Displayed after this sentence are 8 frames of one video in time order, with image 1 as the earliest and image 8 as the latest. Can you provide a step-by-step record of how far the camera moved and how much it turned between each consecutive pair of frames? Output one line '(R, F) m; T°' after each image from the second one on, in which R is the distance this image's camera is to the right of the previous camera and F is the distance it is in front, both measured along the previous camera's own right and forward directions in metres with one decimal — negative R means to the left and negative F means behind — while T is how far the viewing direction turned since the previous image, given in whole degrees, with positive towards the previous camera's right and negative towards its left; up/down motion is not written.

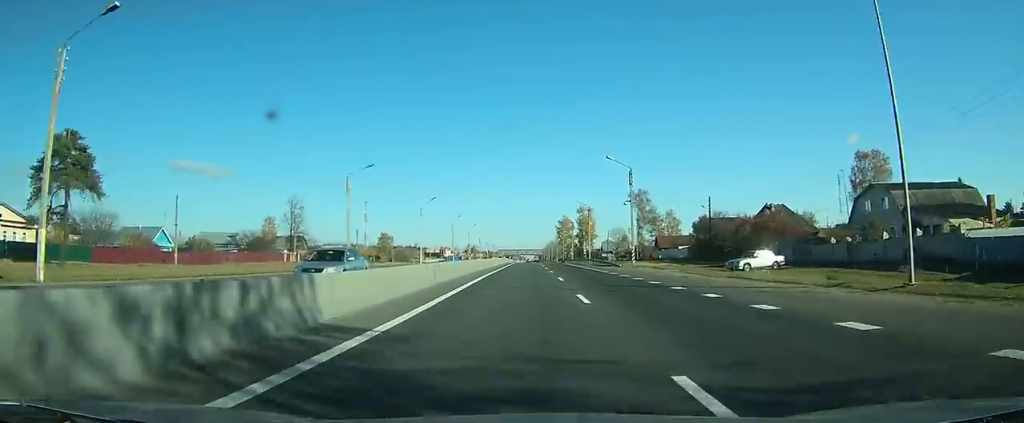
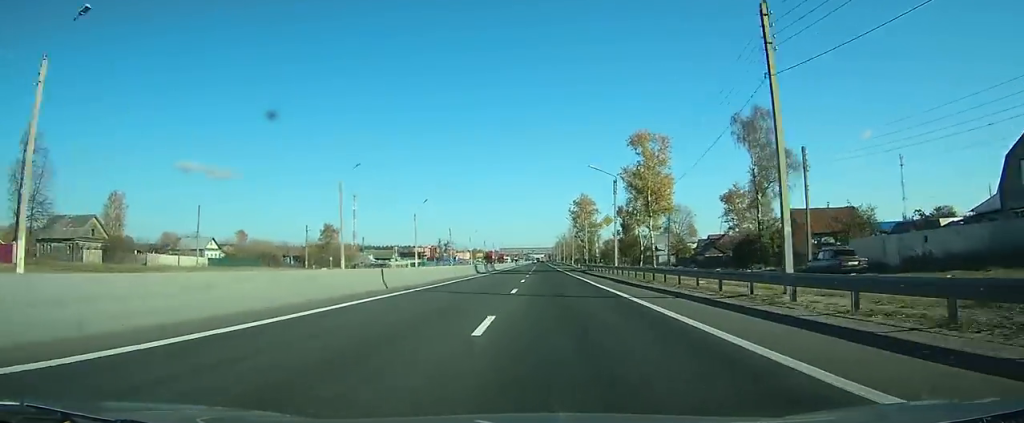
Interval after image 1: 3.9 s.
(-0.3, +75.7) m; -1°
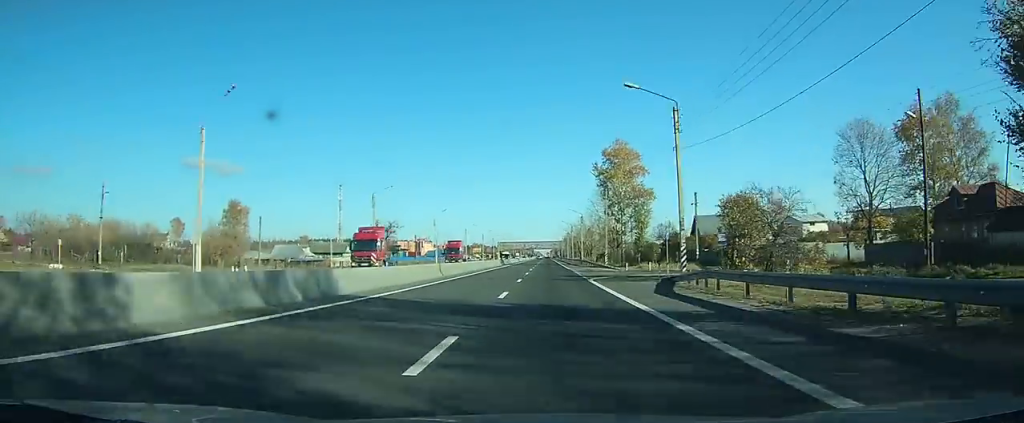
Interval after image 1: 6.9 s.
(-0.7, +65.9) m; -1°
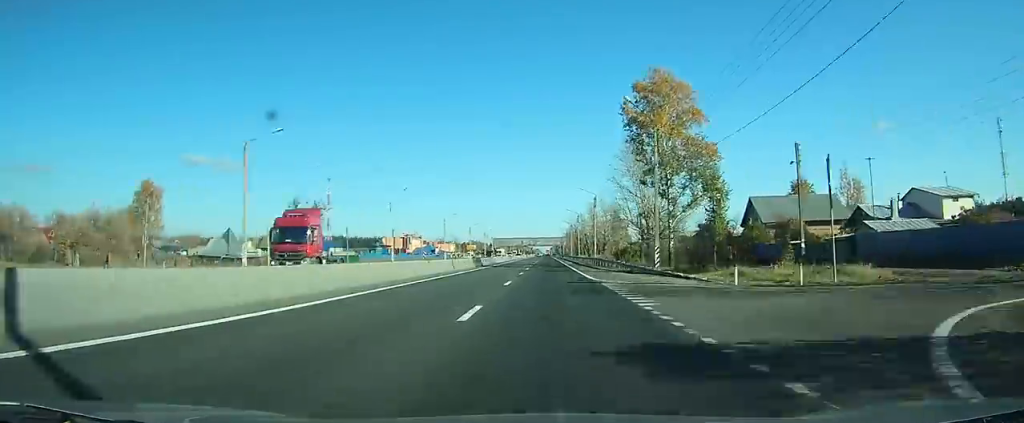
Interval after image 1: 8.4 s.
(+0.1, +31.6) m; 0°
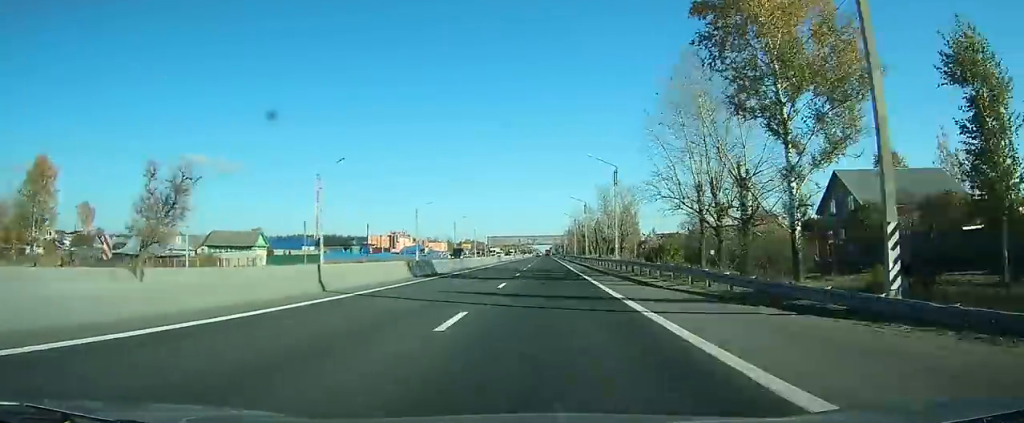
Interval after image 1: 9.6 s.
(0.0, +25.1) m; 0°
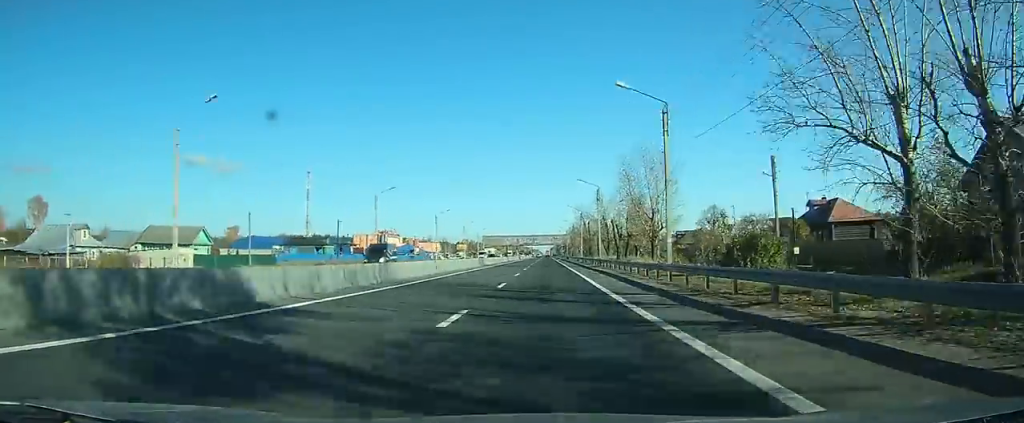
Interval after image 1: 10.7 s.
(0.0, +23.0) m; 0°
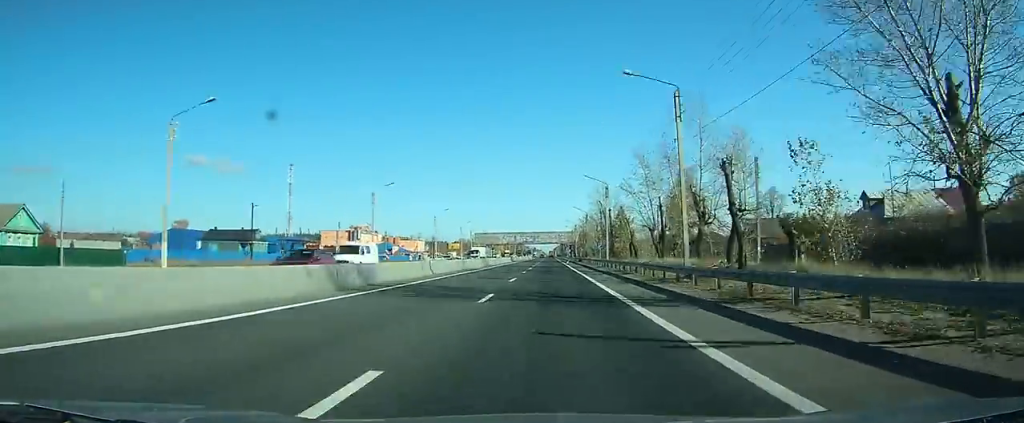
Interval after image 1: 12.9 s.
(-0.1, +42.1) m; 0°
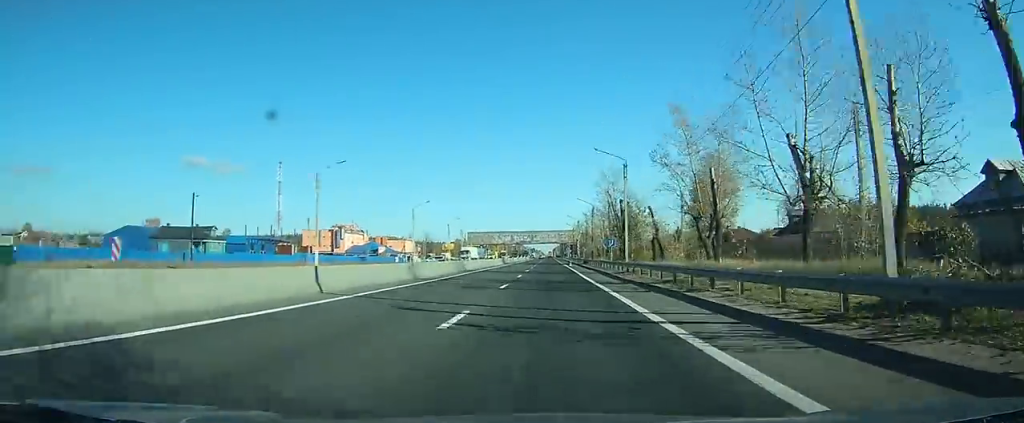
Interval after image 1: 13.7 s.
(0.0, +16.9) m; 0°
